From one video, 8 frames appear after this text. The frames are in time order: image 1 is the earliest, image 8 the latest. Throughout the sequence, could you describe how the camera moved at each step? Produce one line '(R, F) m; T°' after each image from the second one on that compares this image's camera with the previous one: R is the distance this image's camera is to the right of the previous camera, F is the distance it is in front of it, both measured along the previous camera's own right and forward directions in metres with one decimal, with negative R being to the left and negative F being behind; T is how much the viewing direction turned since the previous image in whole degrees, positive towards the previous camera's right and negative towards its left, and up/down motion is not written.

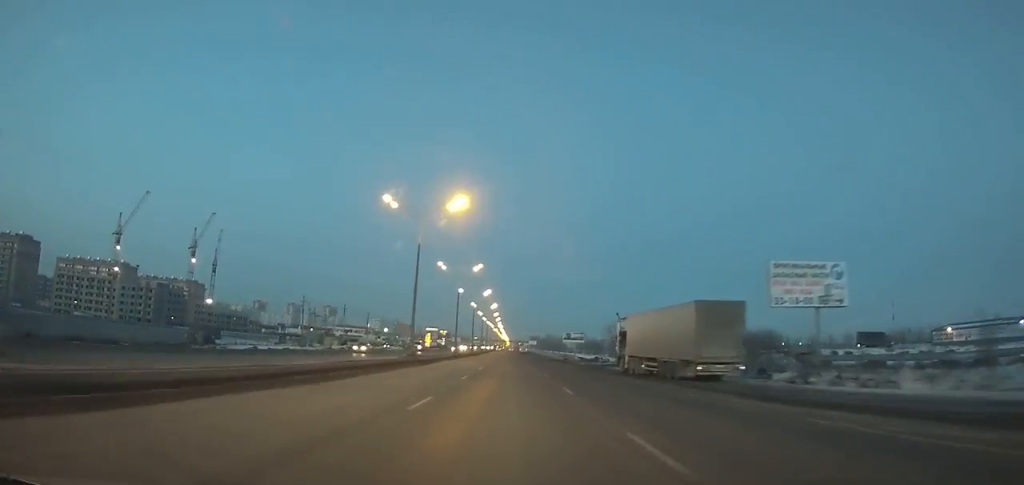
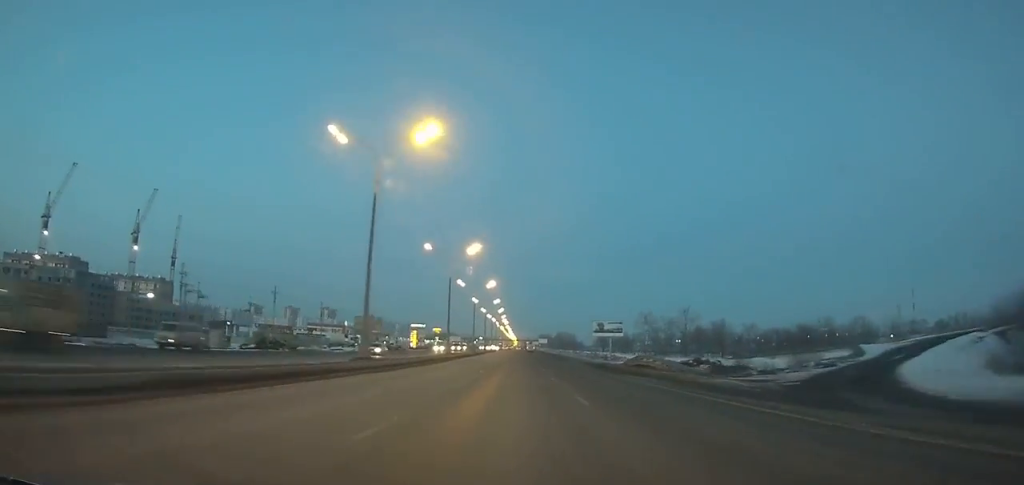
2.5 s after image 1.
(-0.4, +52.2) m; 0°
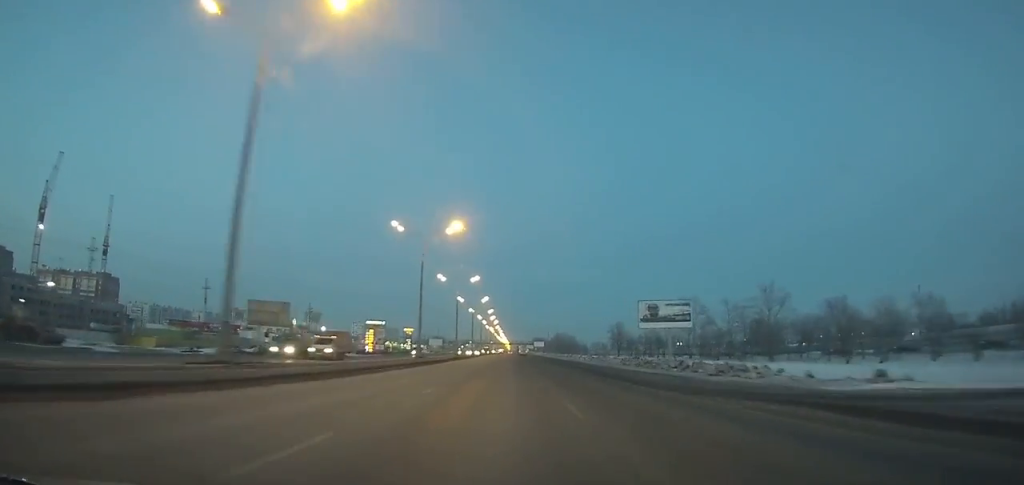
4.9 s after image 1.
(+0.1, +50.9) m; 0°
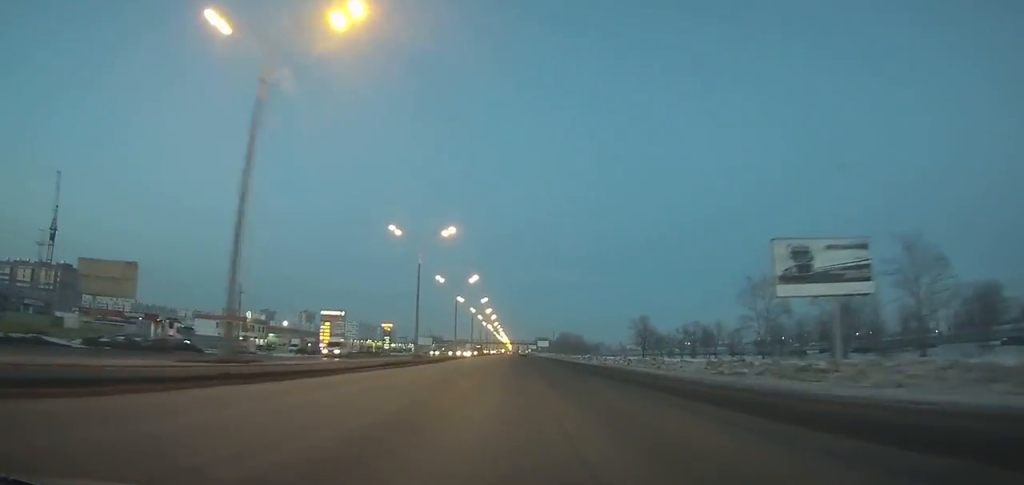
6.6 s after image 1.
(+0.1, +36.4) m; 0°
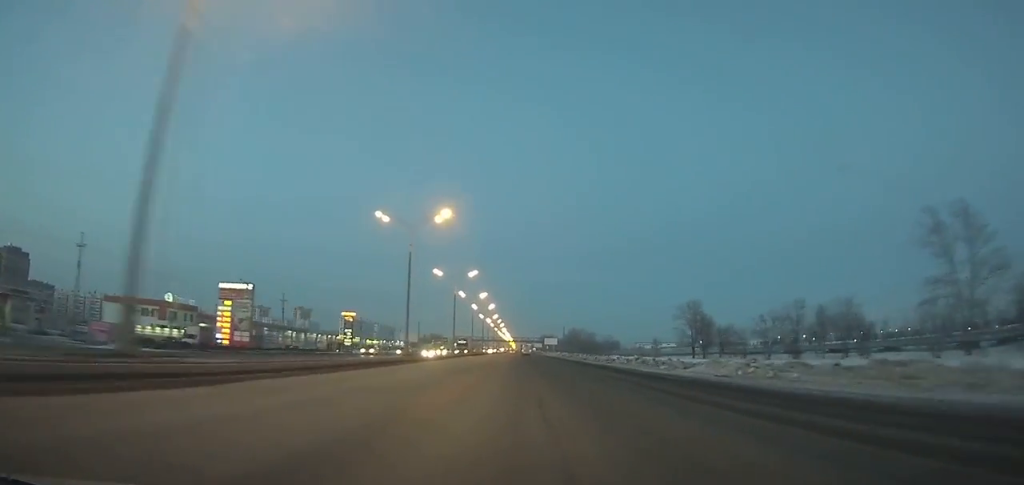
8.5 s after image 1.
(0.0, +40.9) m; 0°
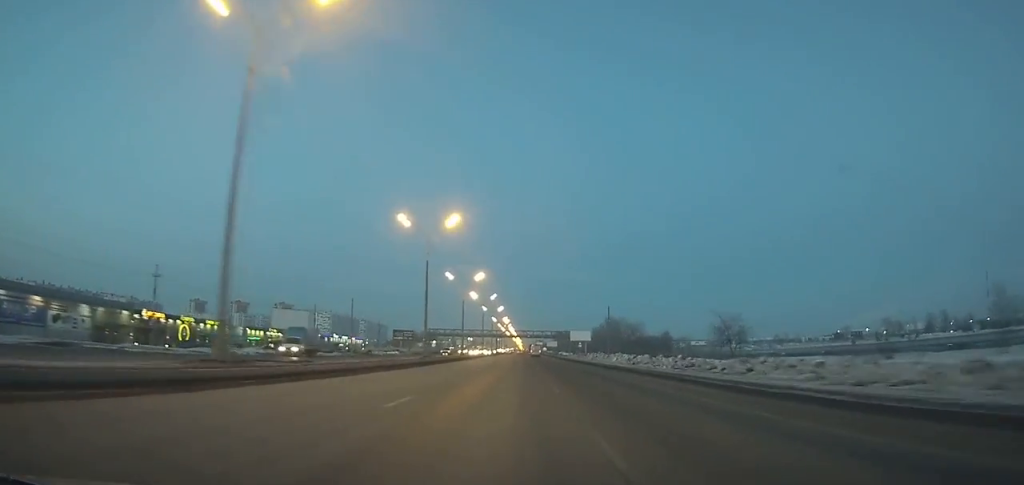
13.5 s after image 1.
(-0.9, +107.2) m; -1°
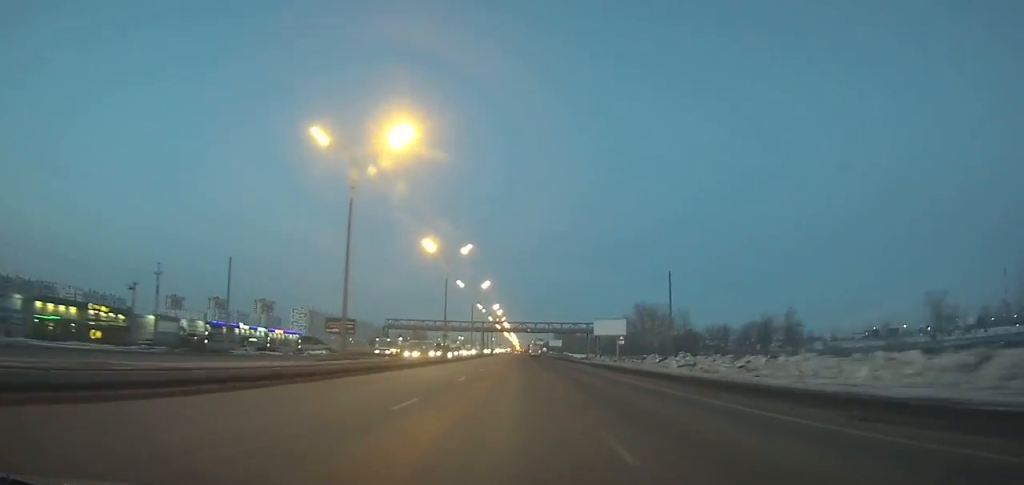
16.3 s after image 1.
(+0.1, +59.1) m; 0°
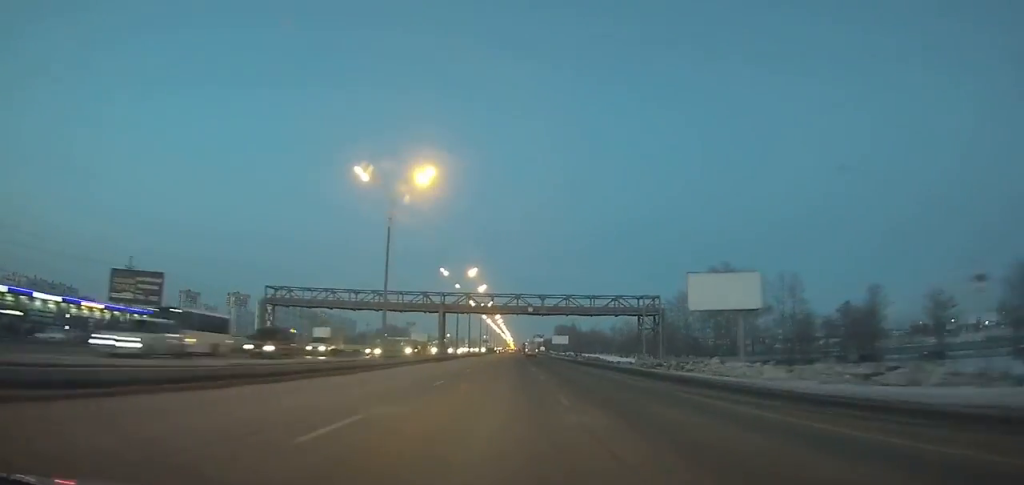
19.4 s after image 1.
(+0.5, +63.9) m; +1°
